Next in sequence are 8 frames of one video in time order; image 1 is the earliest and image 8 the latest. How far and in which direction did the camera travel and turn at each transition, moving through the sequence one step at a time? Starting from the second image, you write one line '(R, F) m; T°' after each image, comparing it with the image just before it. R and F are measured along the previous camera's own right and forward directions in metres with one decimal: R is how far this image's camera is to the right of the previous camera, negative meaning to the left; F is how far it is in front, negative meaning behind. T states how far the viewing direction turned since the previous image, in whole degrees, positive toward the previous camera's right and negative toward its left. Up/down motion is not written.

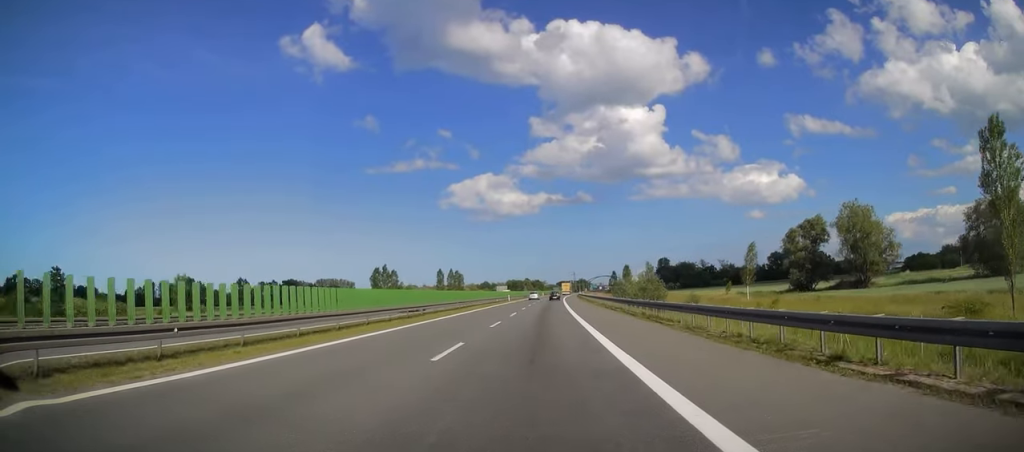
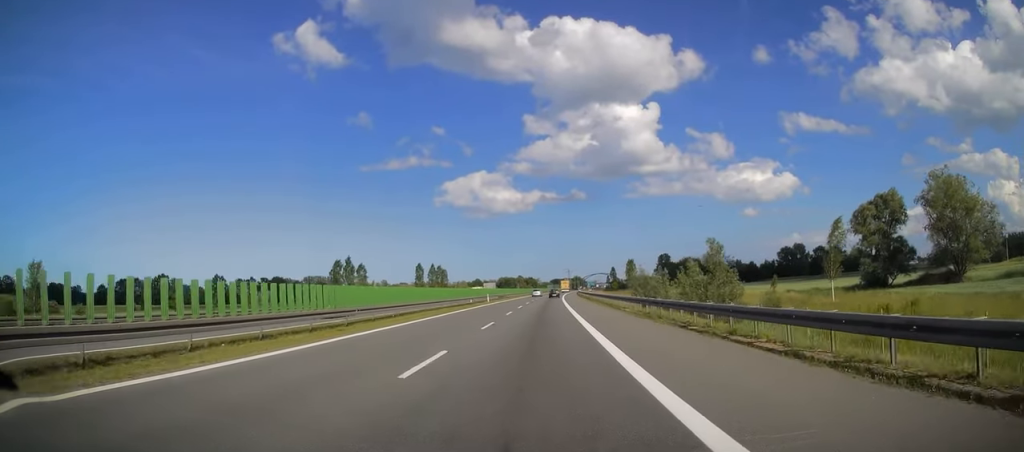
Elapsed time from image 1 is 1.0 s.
(+0.1, +26.4) m; +1°
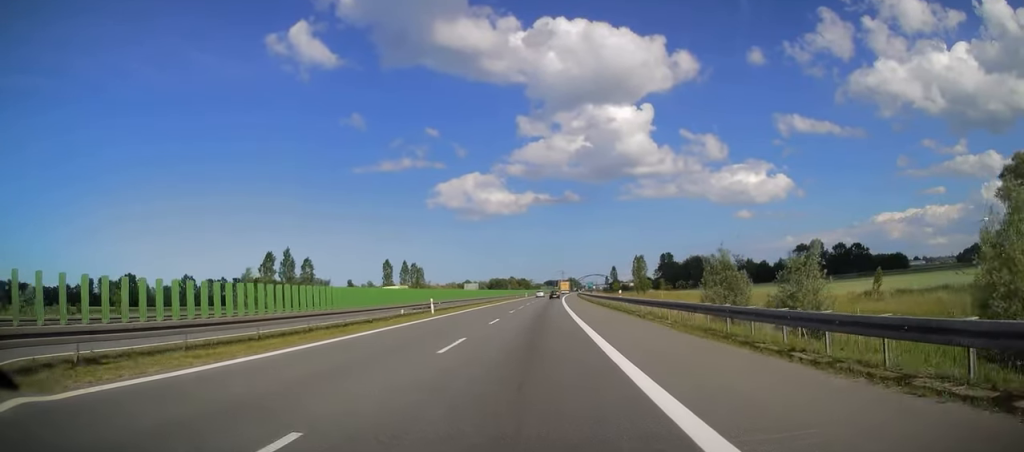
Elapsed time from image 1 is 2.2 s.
(+0.4, +31.8) m; +1°
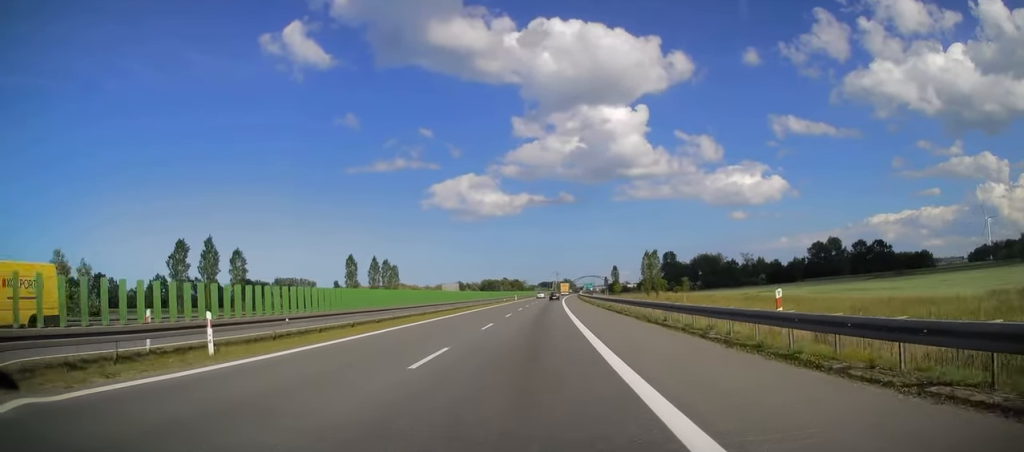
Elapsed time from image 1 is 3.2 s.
(+0.1, +26.4) m; +1°
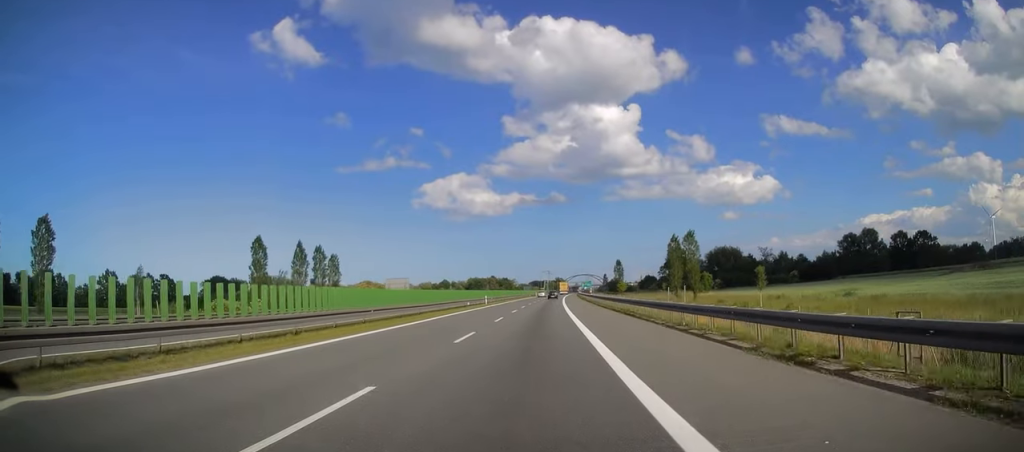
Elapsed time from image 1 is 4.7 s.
(+0.3, +42.2) m; 0°
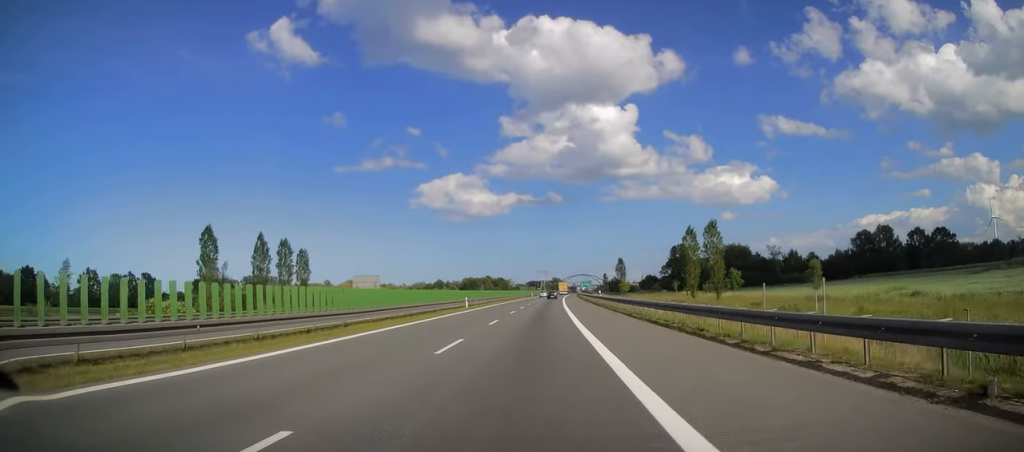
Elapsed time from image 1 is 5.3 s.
(-0.2, +14.8) m; 0°
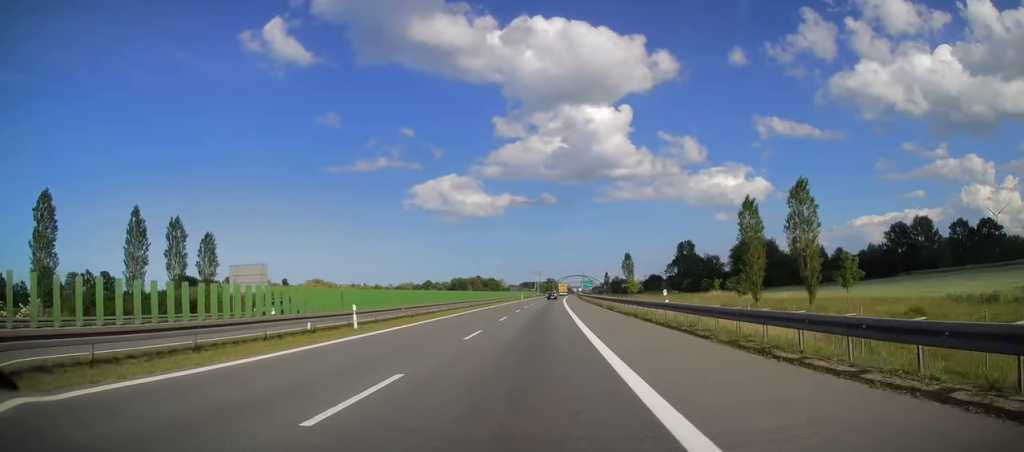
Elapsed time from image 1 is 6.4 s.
(+0.4, +31.4) m; +1°
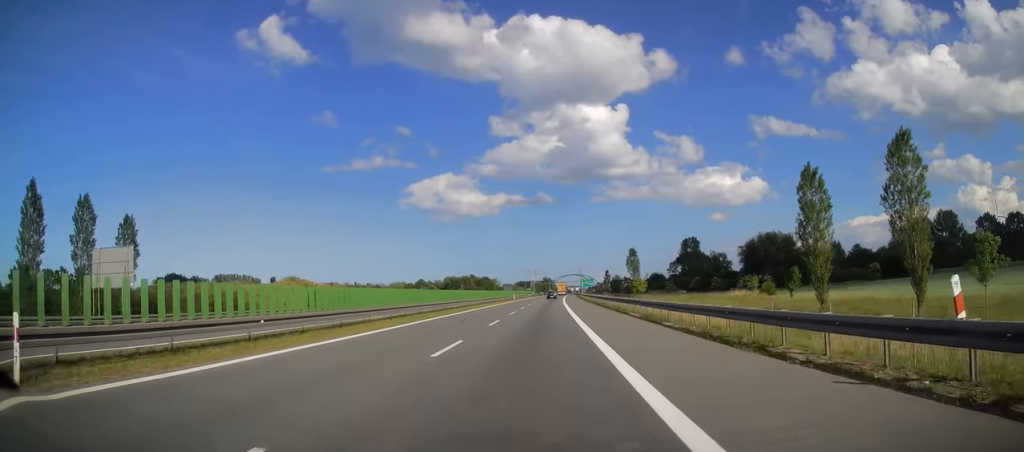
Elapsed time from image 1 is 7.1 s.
(0.0, +17.0) m; 0°
